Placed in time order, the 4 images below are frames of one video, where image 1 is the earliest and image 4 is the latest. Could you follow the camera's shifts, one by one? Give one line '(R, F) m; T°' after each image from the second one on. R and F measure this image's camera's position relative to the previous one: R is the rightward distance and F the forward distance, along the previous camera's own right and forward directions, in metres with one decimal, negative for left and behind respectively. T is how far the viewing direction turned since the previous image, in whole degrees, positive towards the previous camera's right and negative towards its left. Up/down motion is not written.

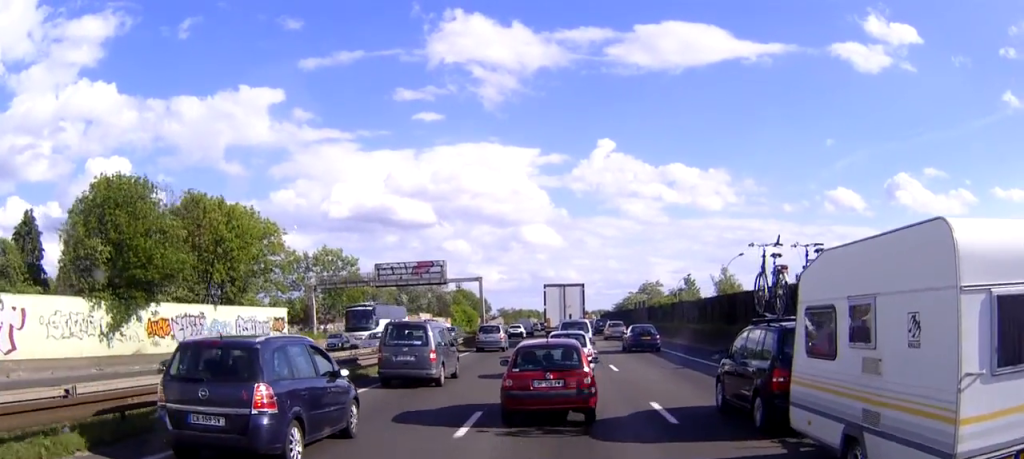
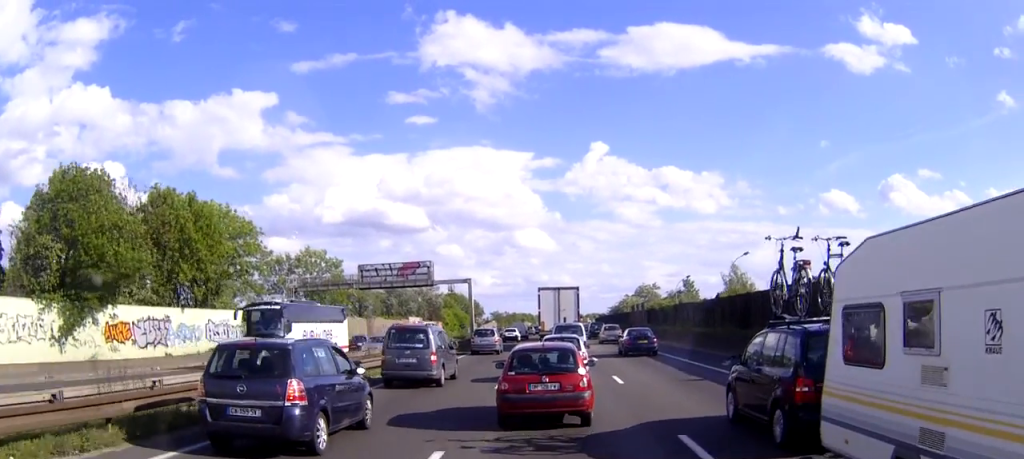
(0.0, +4.4) m; 0°
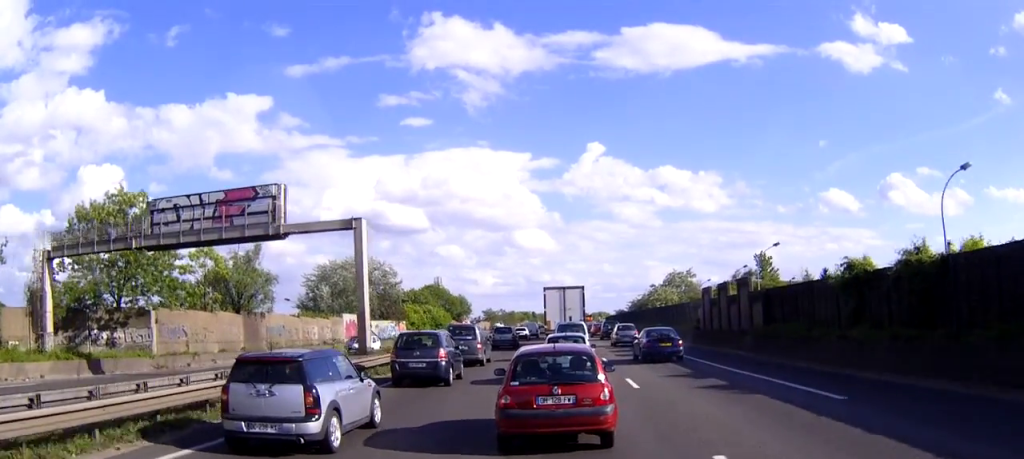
(0.0, +41.1) m; 0°
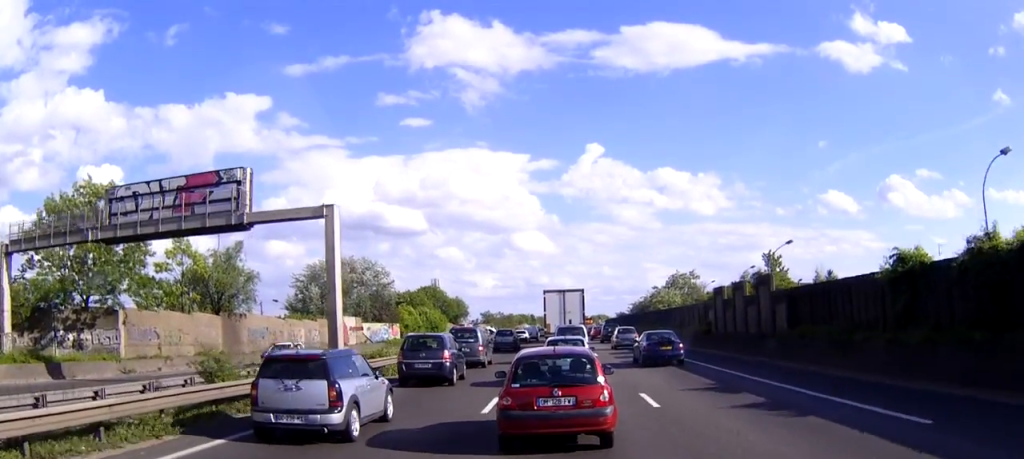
(0.0, +3.8) m; 0°
